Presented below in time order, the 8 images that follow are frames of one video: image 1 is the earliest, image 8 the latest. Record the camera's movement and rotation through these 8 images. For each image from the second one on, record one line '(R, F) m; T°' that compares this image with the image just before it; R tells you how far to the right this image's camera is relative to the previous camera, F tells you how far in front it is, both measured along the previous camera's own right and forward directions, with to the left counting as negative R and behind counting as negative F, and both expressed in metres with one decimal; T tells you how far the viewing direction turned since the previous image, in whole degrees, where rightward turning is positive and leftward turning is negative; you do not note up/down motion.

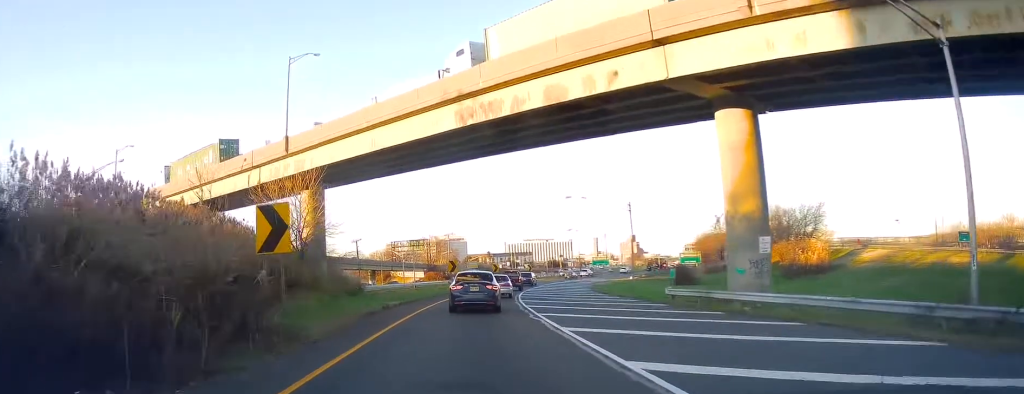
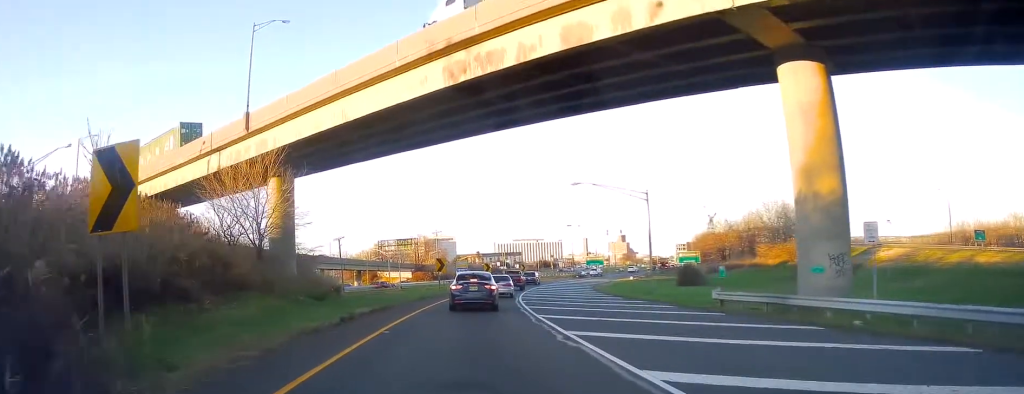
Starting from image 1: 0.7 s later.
(0.0, +6.5) m; +1°
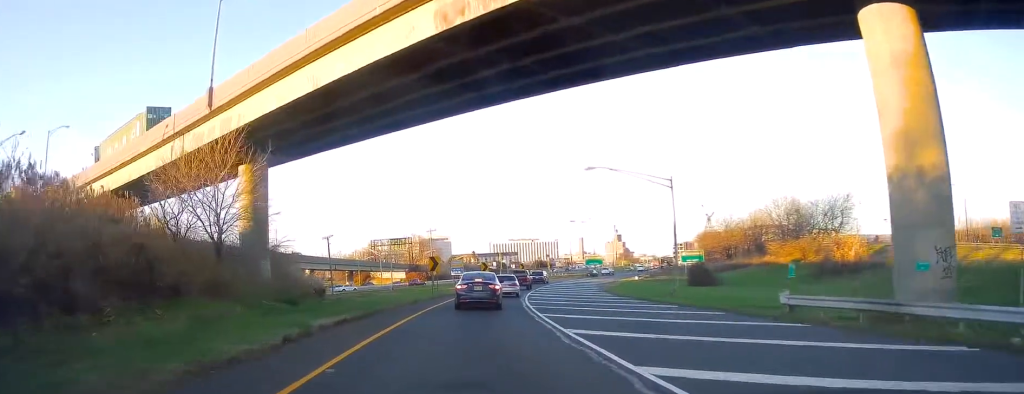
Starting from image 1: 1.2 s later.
(+0.1, +5.5) m; +1°
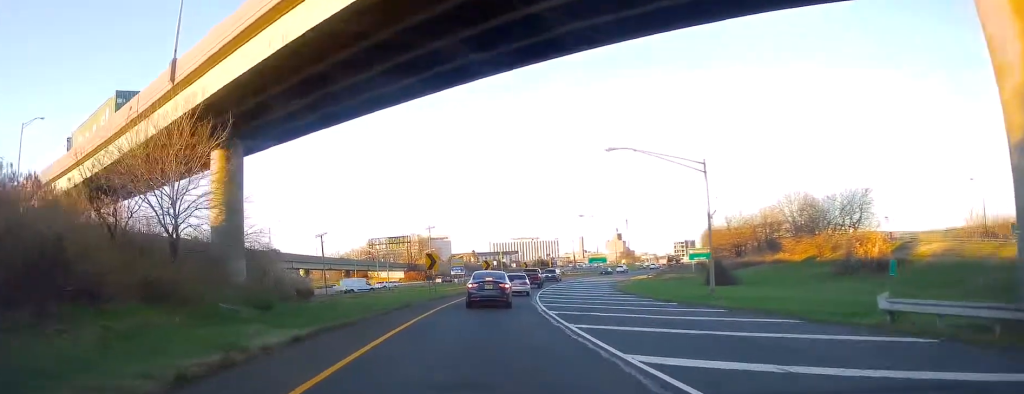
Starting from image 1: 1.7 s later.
(+0.1, +4.8) m; 0°
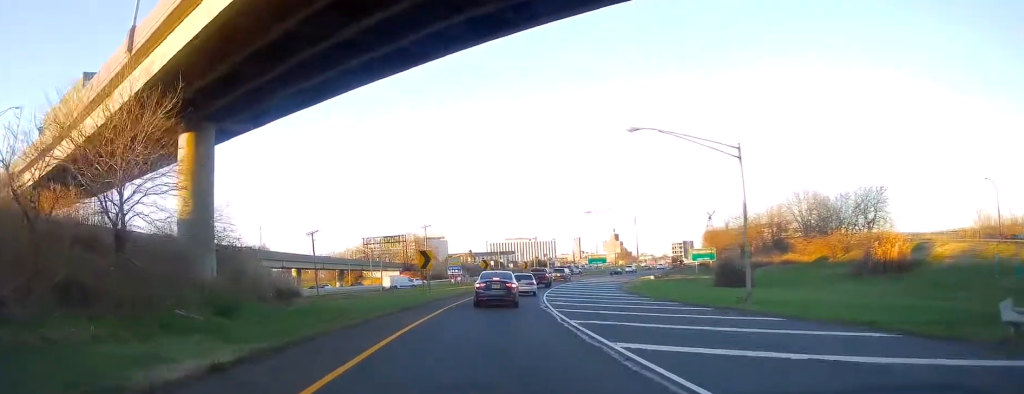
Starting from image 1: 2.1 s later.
(0.0, +4.4) m; +1°
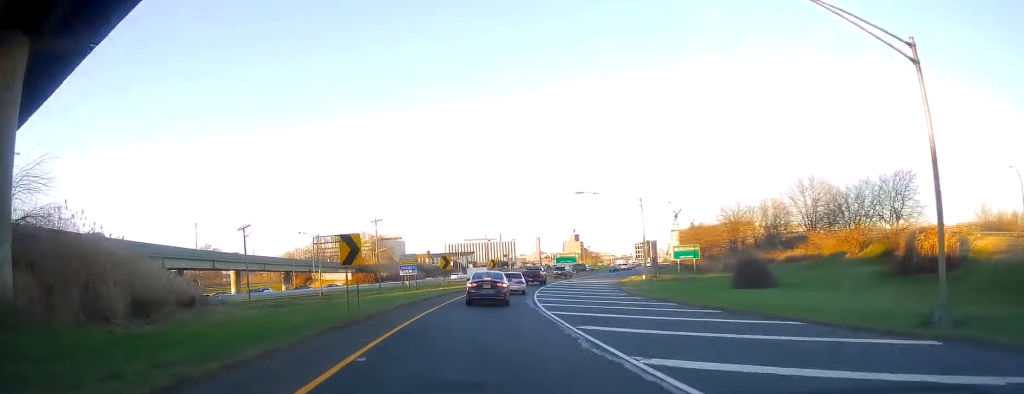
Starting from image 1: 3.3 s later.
(+0.2, +13.6) m; +2°
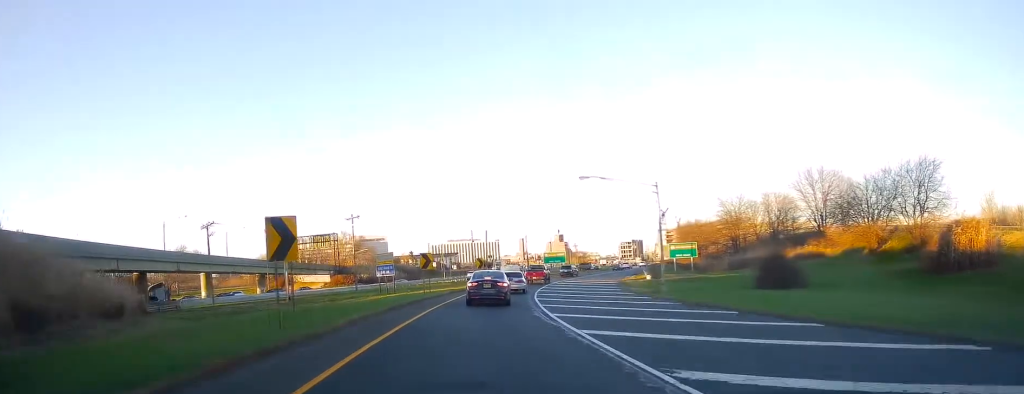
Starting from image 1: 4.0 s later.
(+0.3, +7.0) m; 0°
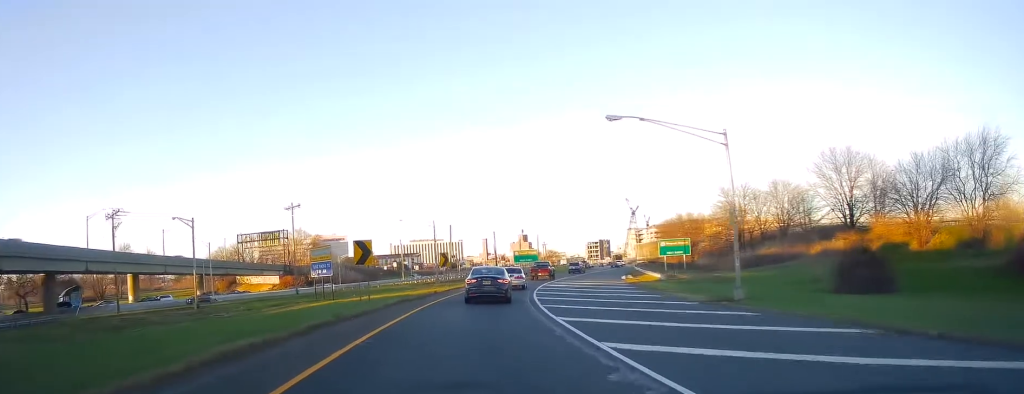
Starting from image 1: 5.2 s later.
(0.0, +14.8) m; +4°
